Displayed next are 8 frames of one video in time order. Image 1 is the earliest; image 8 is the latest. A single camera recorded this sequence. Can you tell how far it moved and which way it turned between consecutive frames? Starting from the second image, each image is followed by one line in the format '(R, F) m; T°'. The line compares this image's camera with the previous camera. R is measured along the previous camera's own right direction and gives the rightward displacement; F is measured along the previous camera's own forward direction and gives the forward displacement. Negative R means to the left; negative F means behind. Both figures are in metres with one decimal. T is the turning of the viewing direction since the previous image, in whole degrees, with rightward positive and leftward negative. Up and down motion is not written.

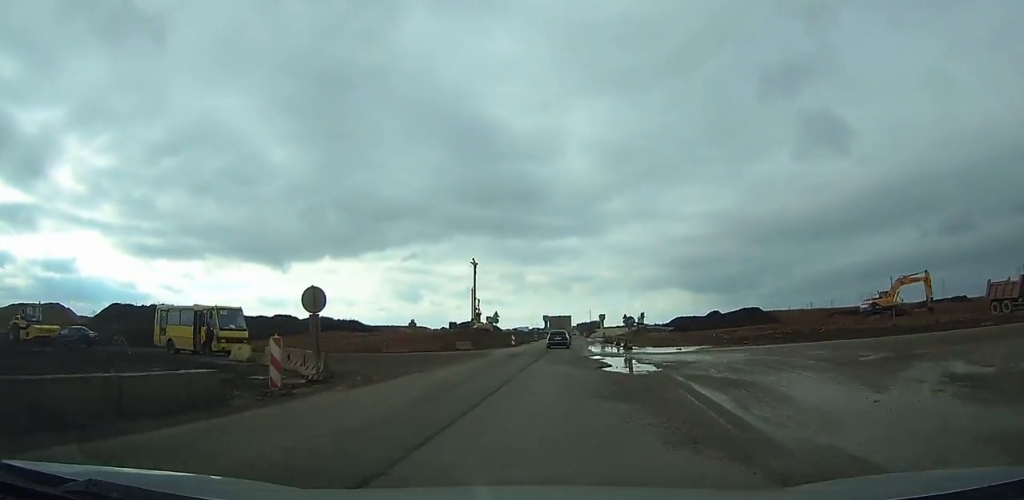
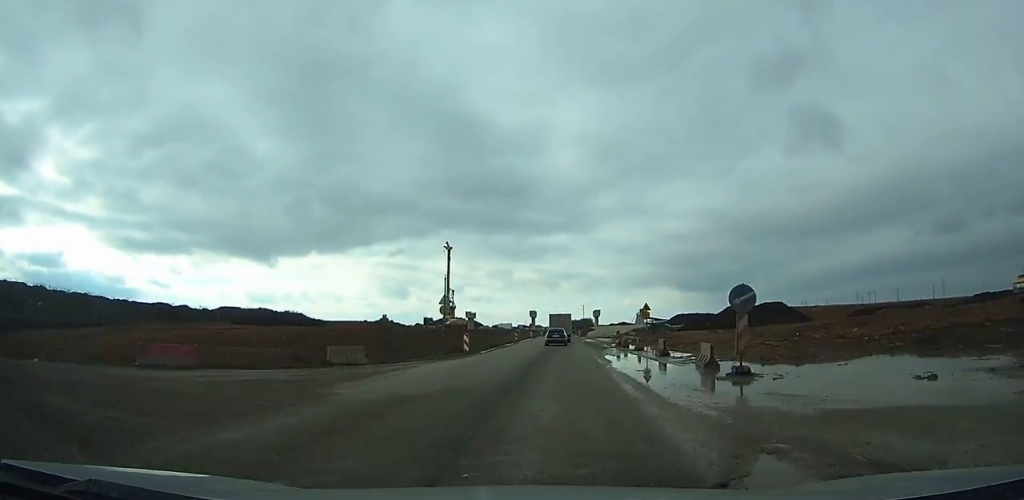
(-0.1, +26.1) m; 0°
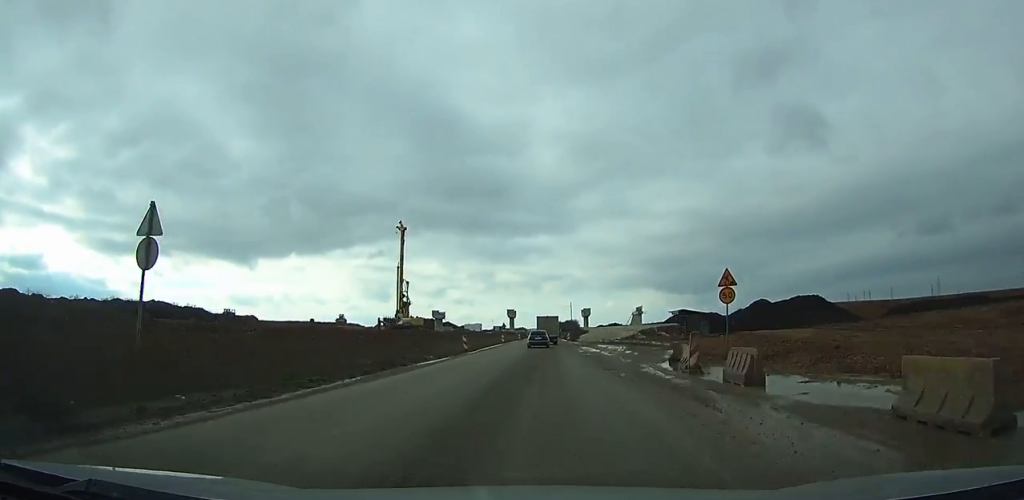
(+0.2, +29.8) m; 0°
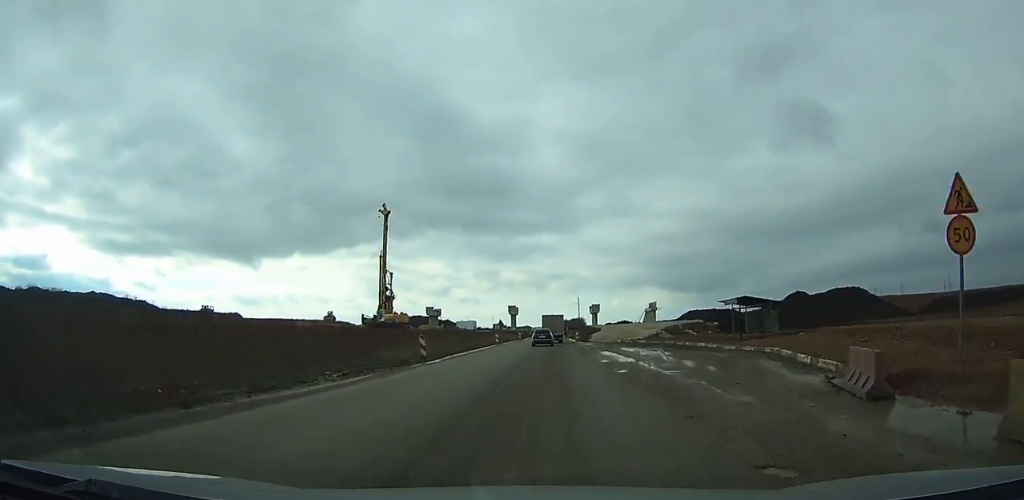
(+0.1, +14.8) m; 0°
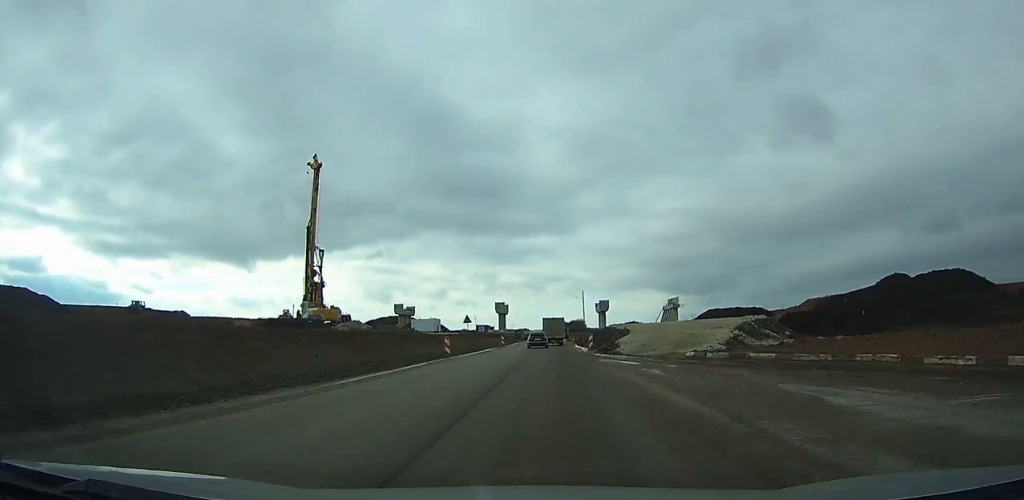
(-0.2, +29.3) m; 0°
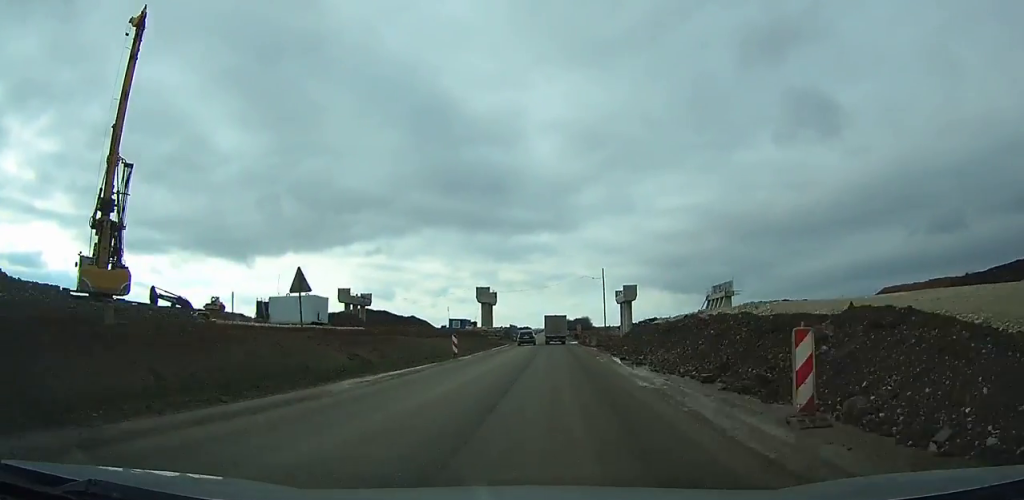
(0.0, +35.3) m; 0°
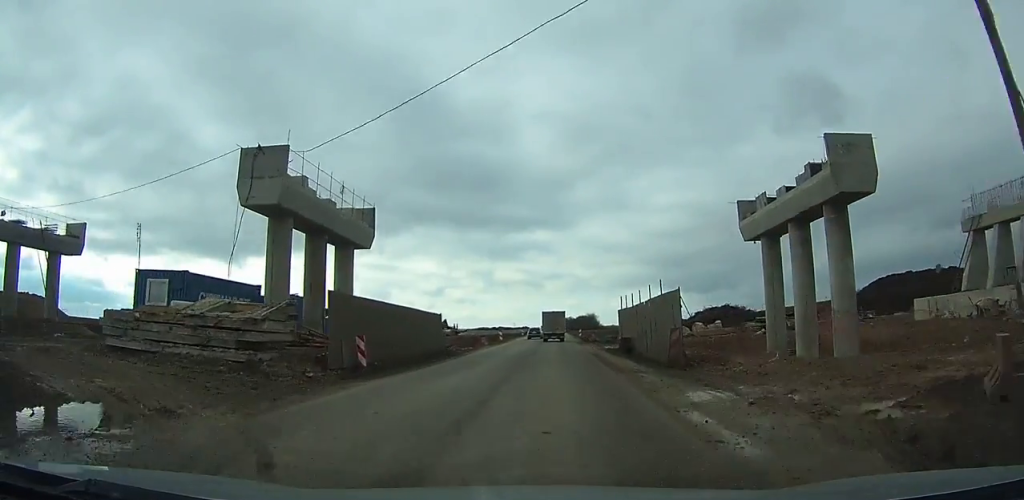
(+0.6, +66.6) m; +1°
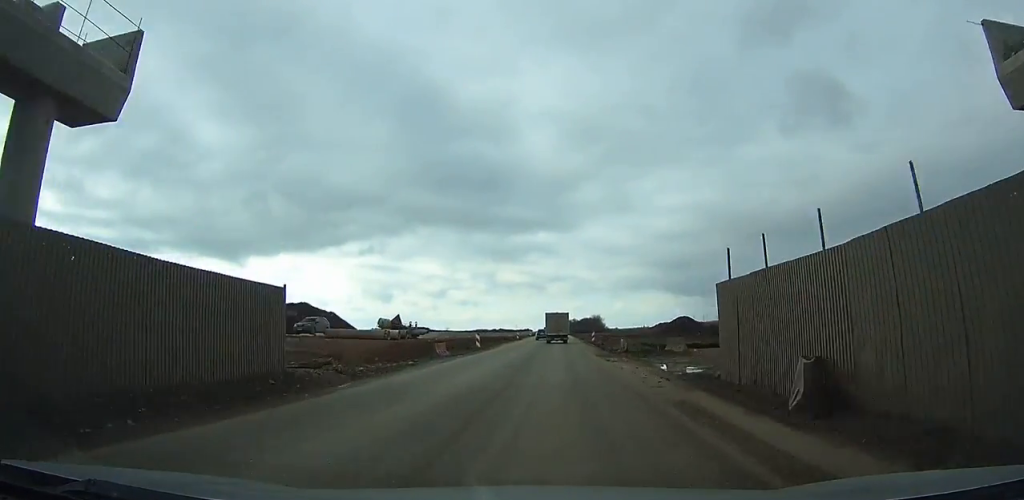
(0.0, +20.5) m; 0°
